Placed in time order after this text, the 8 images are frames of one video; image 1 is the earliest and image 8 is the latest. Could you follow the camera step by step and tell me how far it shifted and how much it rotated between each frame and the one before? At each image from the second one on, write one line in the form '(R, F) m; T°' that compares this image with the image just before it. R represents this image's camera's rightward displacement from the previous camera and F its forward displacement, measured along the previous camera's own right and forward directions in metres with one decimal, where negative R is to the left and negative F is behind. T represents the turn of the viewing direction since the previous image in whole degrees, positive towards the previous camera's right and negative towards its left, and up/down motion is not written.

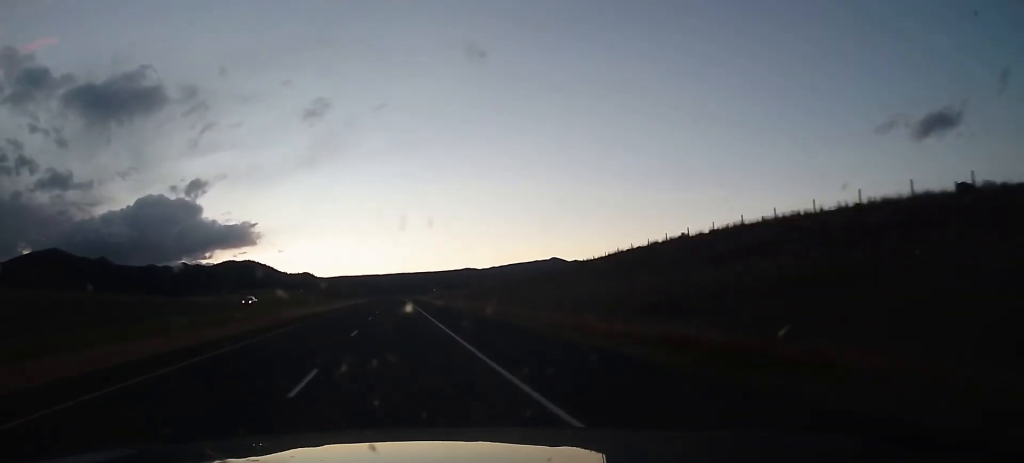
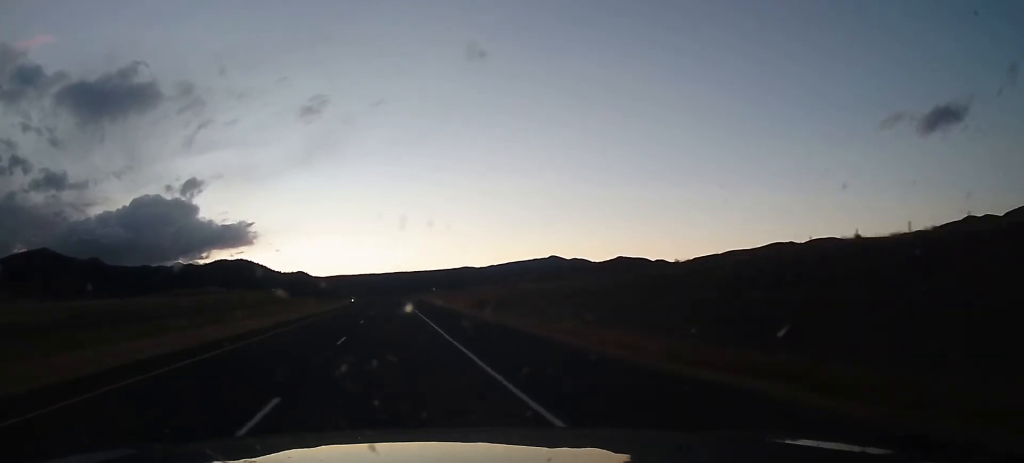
(+1.1, +117.8) m; 0°
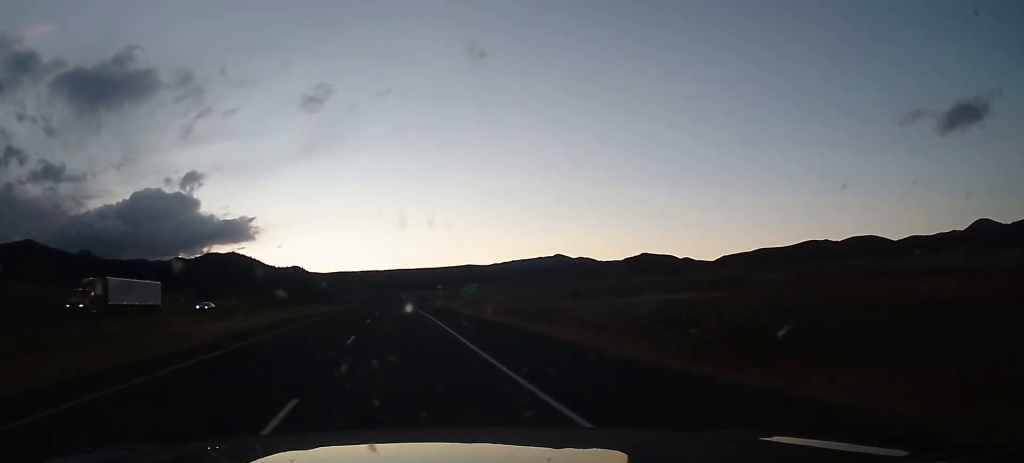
(+0.2, +215.5) m; 0°
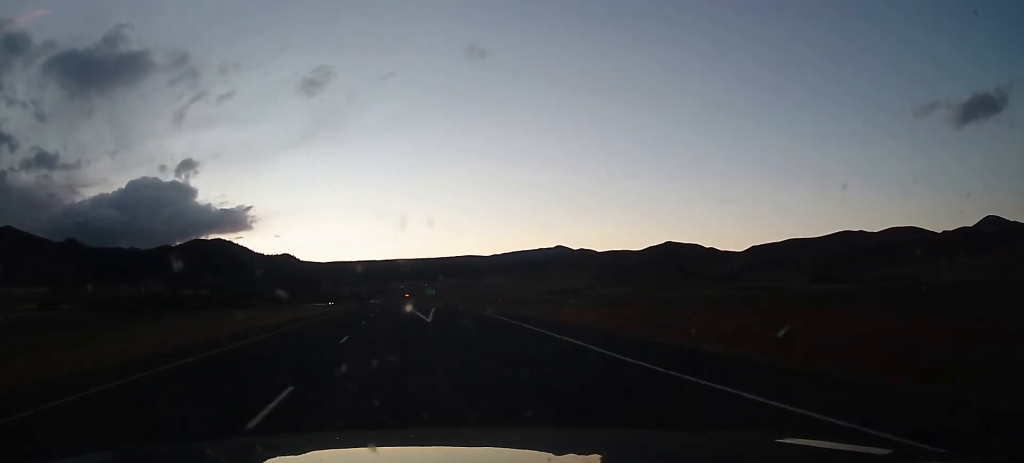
(-0.3, +228.5) m; 0°
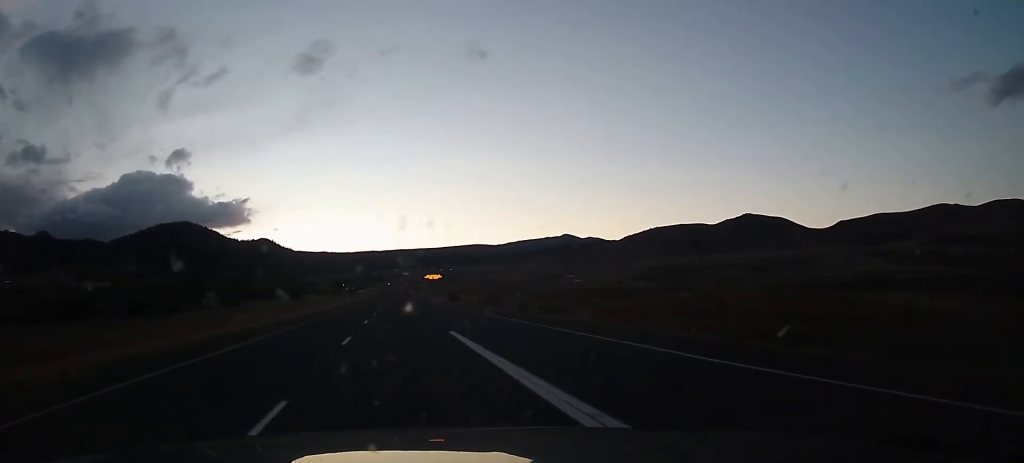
(-1.6, +498.1) m; 0°
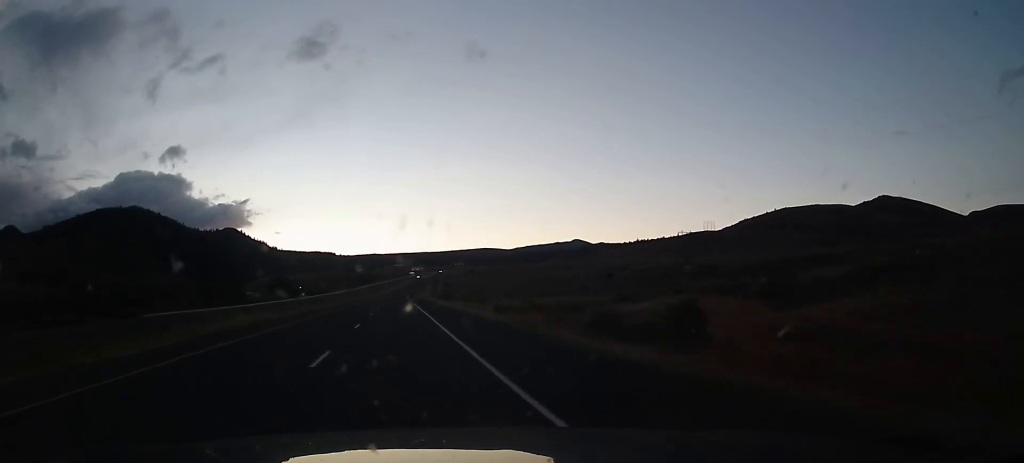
(+3.8, +521.7) m; +3°
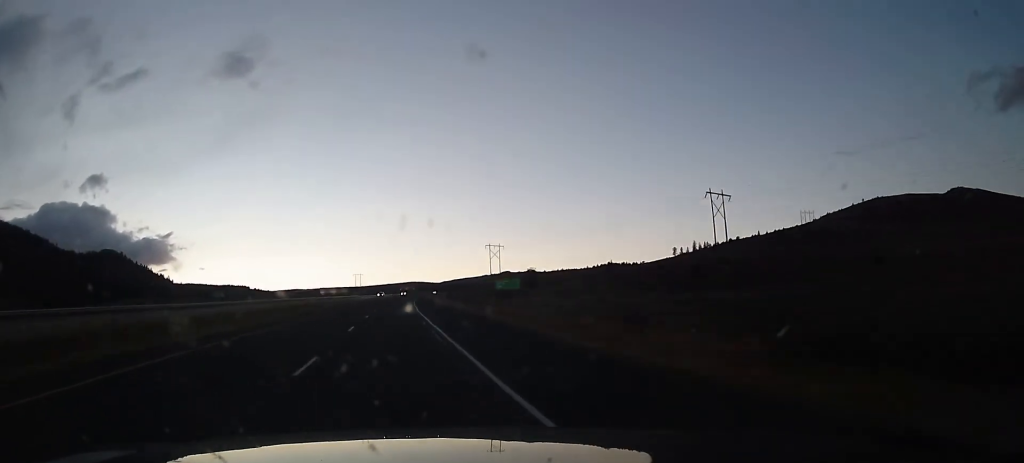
(+19.5, +374.5) m; +7°
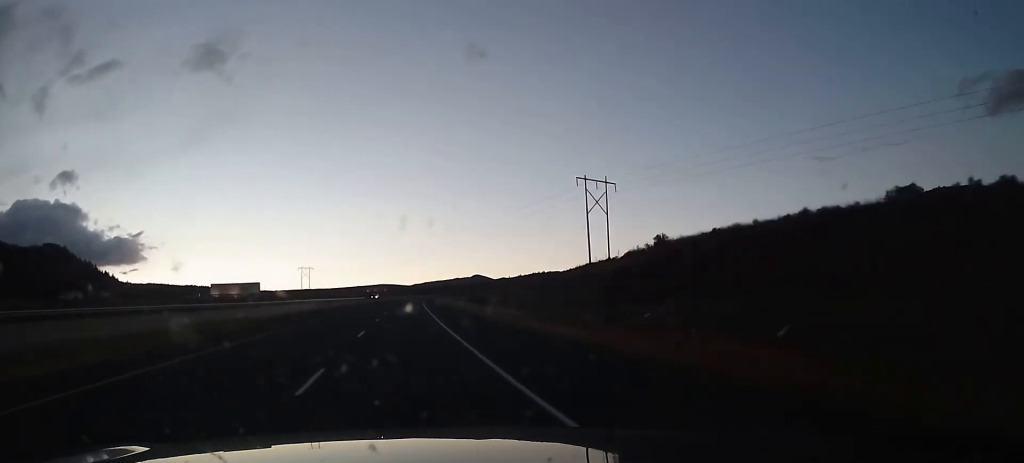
(+5.9, +145.9) m; +3°
